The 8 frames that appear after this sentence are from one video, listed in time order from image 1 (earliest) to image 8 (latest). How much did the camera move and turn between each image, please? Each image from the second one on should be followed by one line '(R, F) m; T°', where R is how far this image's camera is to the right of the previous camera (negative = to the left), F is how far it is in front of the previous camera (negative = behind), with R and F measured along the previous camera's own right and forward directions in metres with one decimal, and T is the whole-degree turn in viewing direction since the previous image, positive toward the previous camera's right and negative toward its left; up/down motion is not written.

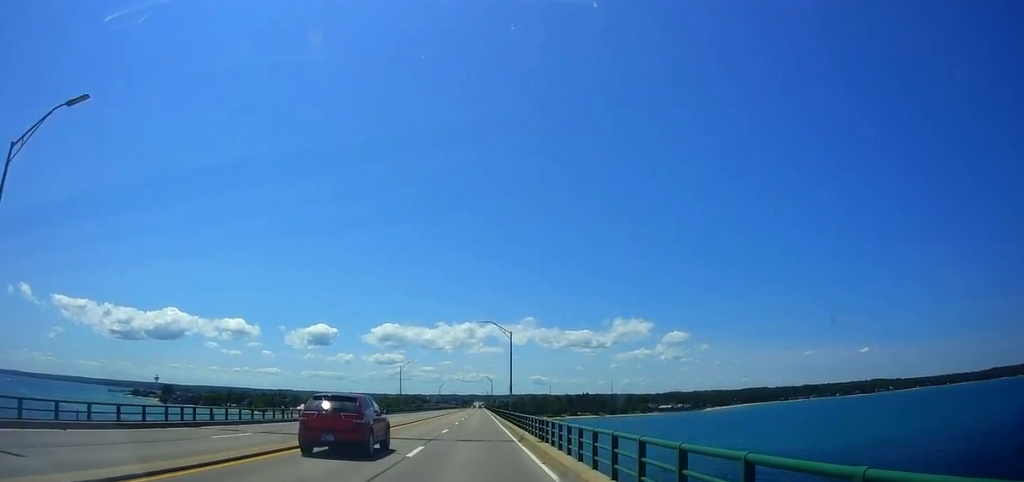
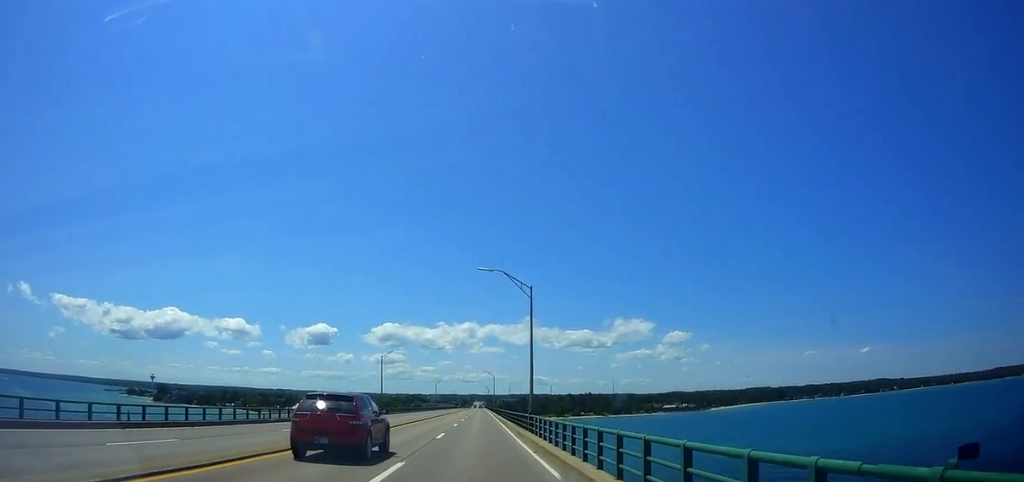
(-0.3, +21.1) m; 0°
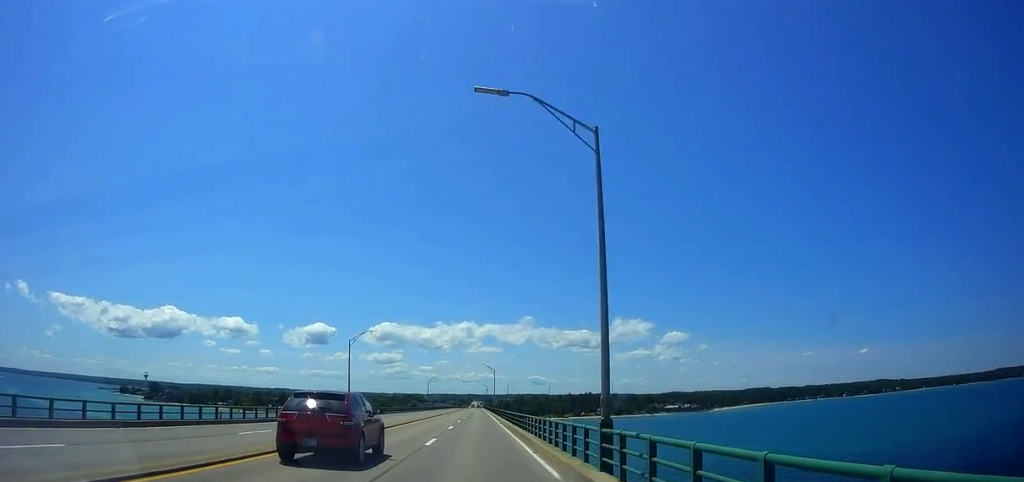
(+0.4, +20.4) m; +1°
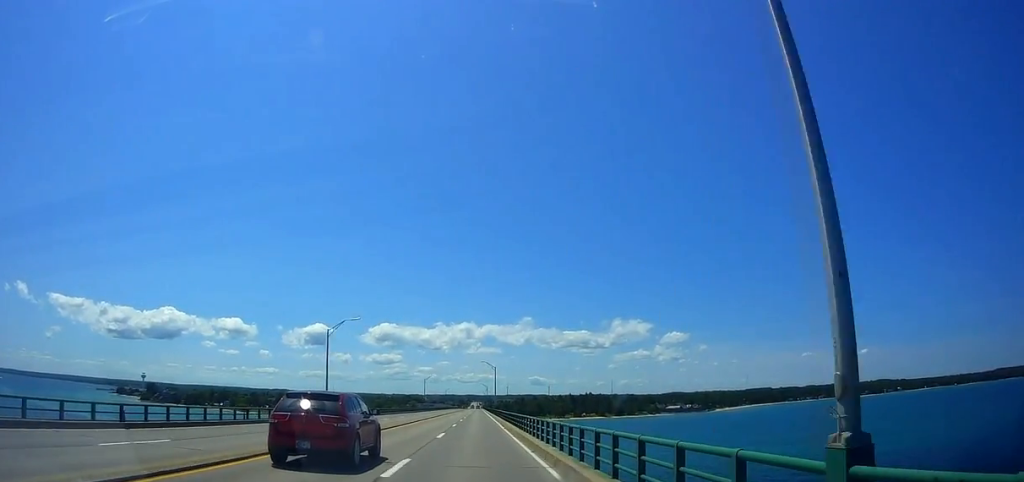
(0.0, +9.4) m; 0°
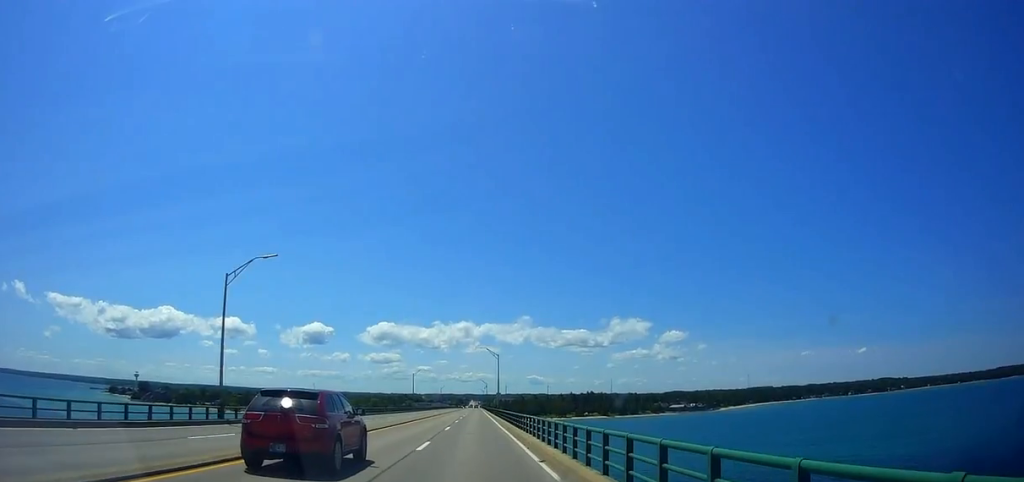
(0.0, +23.5) m; 0°
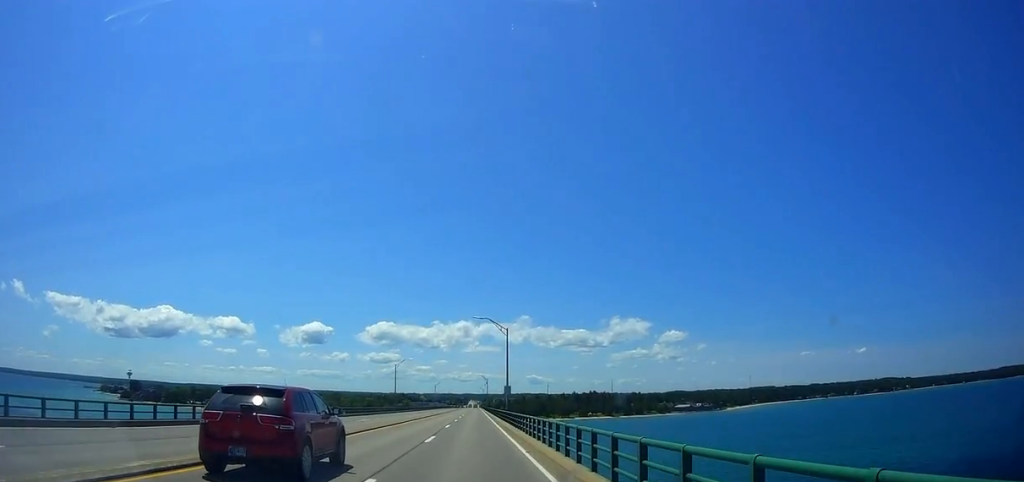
(-0.1, +27.5) m; 0°
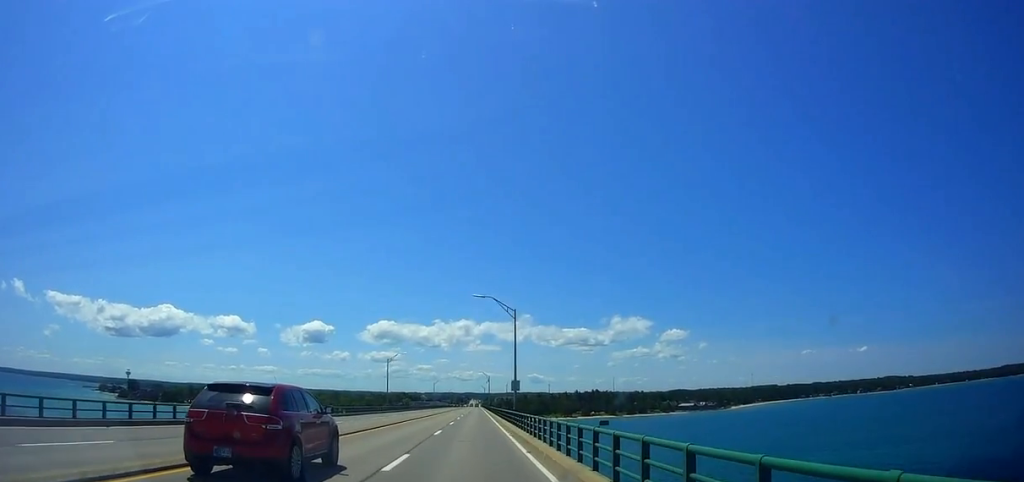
(0.0, +10.2) m; 0°
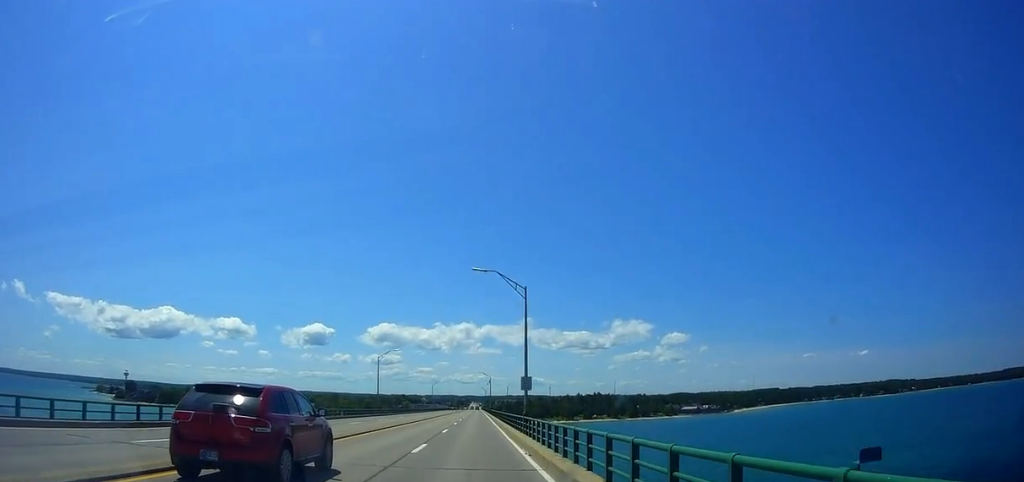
(0.0, +9.3) m; 0°
